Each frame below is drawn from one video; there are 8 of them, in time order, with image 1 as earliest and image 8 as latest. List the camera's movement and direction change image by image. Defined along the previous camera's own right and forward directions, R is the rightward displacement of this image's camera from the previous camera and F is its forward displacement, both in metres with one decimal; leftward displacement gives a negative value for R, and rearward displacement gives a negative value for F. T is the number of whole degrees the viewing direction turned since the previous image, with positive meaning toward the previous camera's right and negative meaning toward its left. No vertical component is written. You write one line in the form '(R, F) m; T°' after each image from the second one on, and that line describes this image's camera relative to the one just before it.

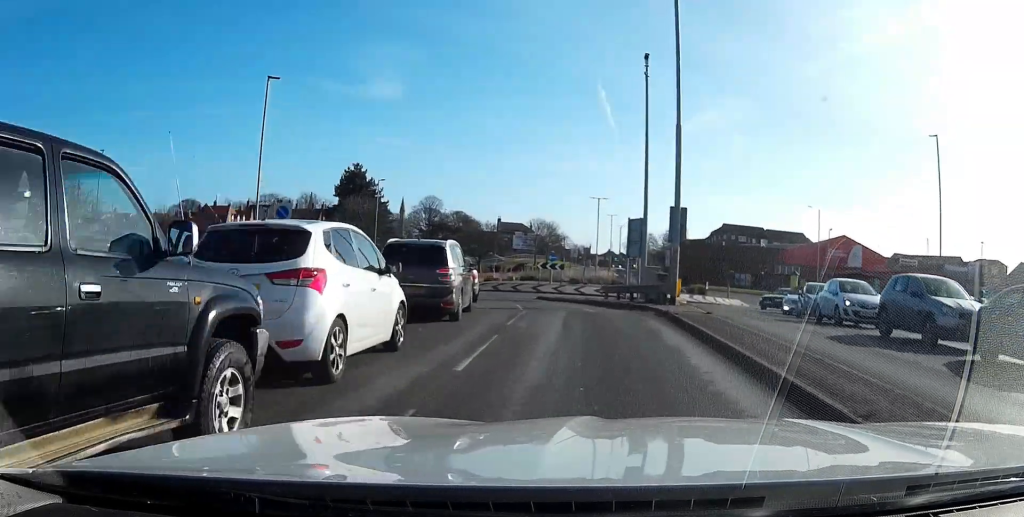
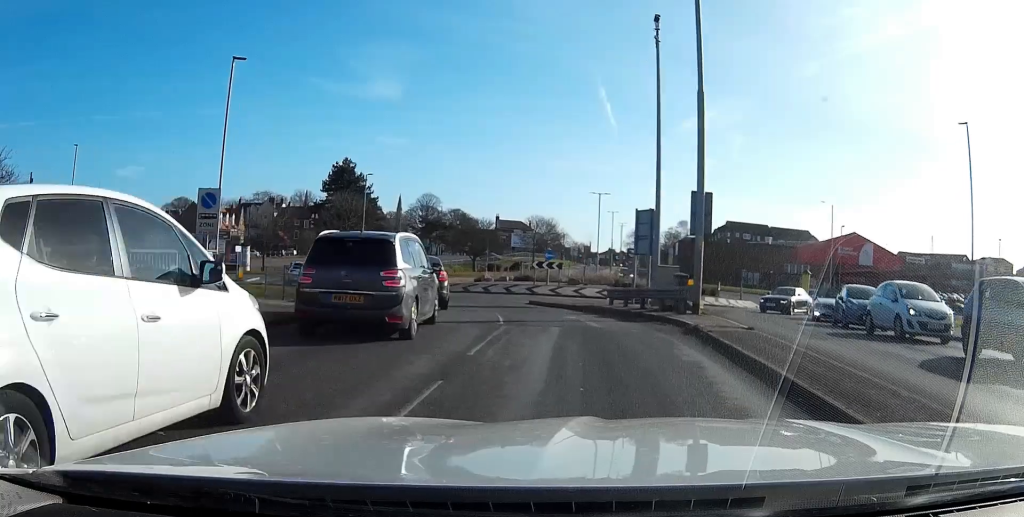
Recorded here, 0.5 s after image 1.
(0.0, +4.4) m; -1°
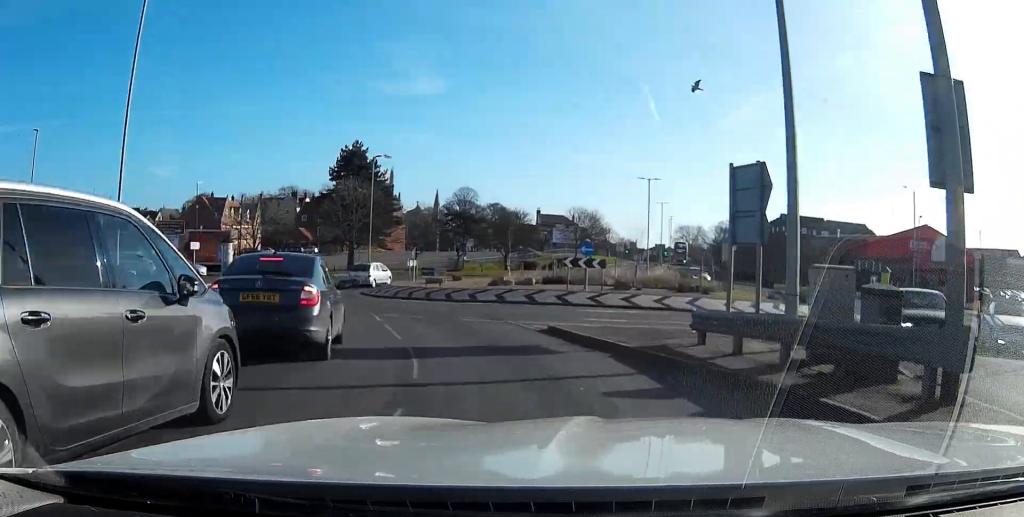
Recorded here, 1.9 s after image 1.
(-0.3, +12.2) m; -10°
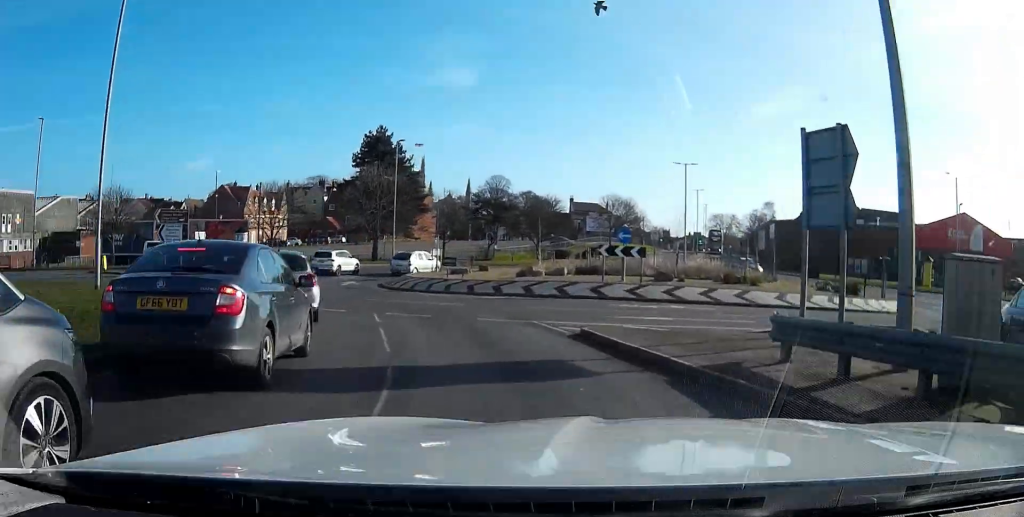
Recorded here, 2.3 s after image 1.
(-0.3, +3.4) m; -5°
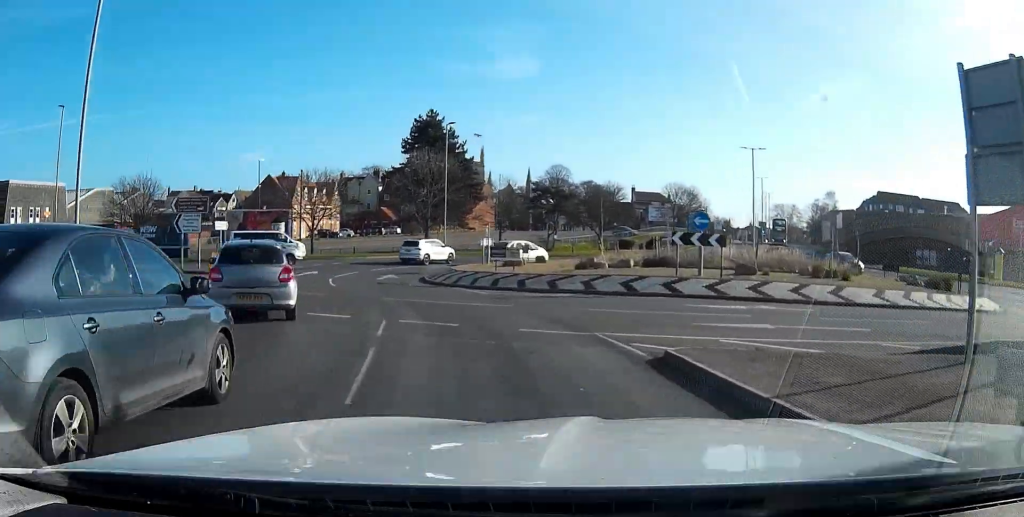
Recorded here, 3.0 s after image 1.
(-0.5, +4.5) m; -6°
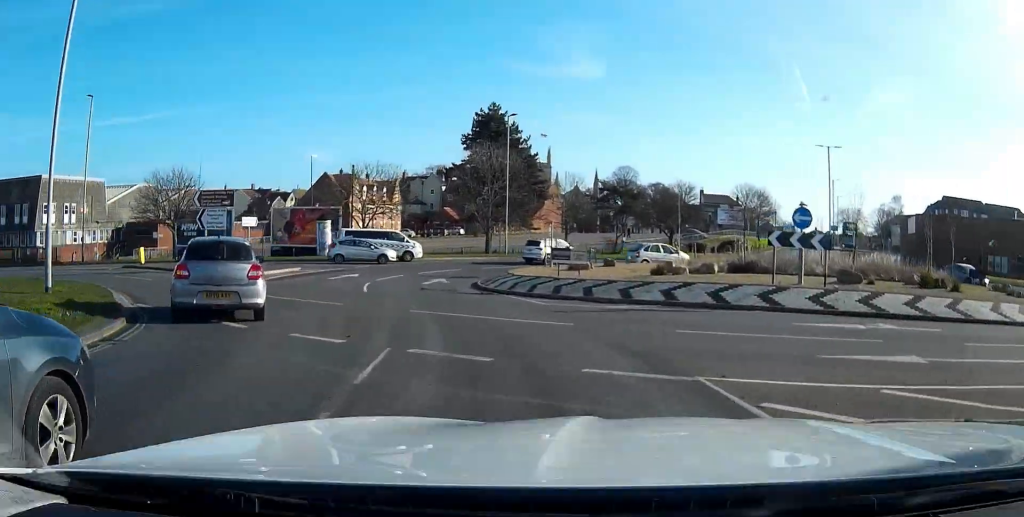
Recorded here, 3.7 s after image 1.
(-0.1, +5.1) m; -2°
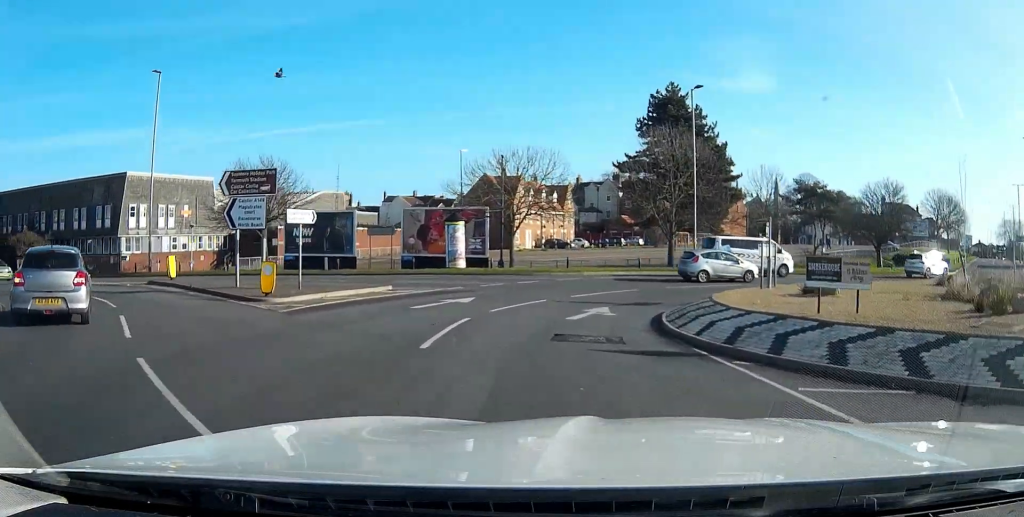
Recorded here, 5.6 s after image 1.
(-0.7, +12.0) m; -8°
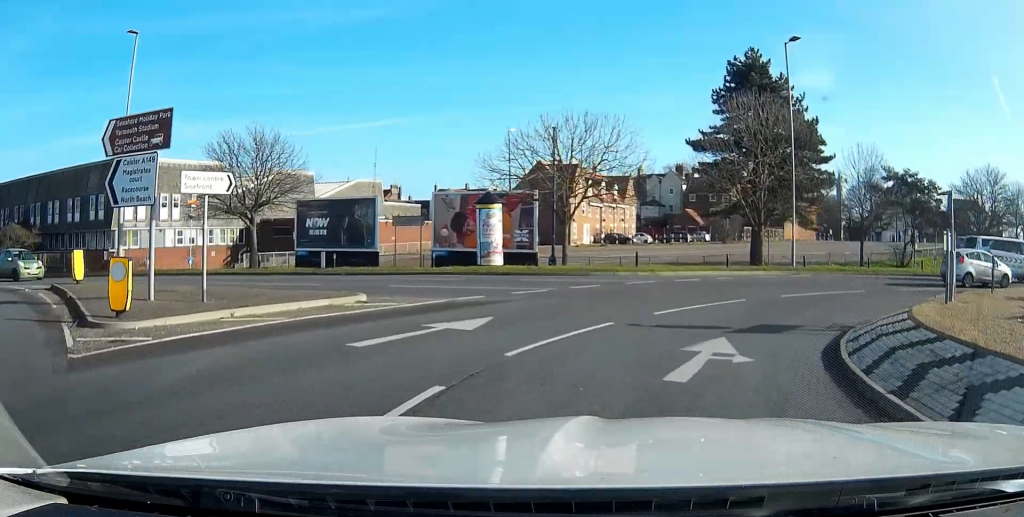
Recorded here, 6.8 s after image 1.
(-0.3, +8.1) m; +2°
